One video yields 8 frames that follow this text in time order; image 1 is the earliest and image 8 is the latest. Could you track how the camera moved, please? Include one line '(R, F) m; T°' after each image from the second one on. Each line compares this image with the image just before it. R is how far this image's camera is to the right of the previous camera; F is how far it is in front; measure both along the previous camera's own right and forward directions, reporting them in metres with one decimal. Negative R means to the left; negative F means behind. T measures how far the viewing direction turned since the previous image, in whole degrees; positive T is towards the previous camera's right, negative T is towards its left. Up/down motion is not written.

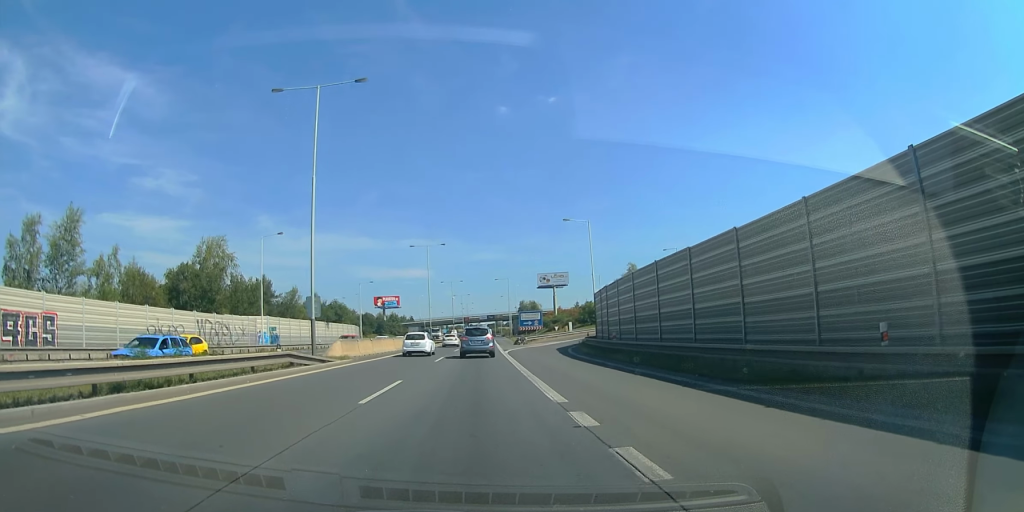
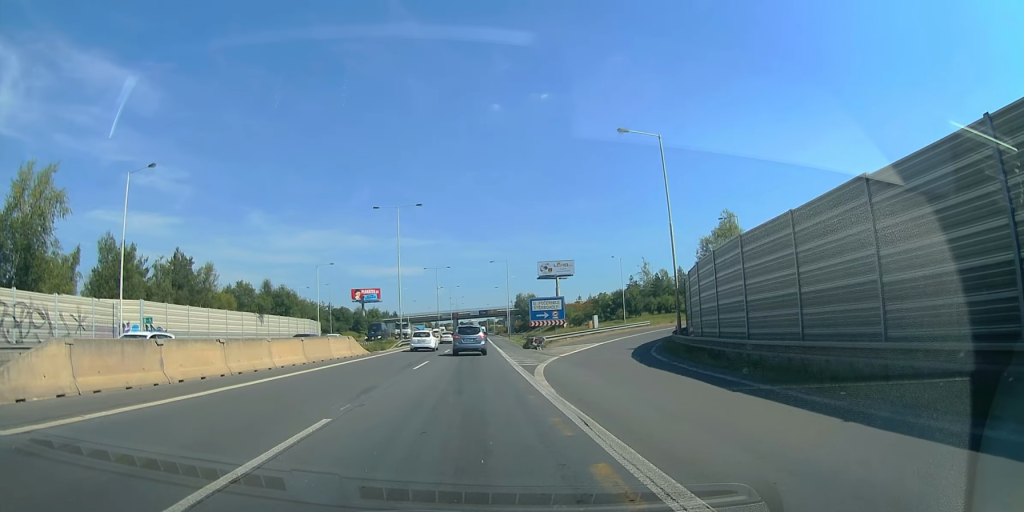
(0.0, +21.3) m; -1°
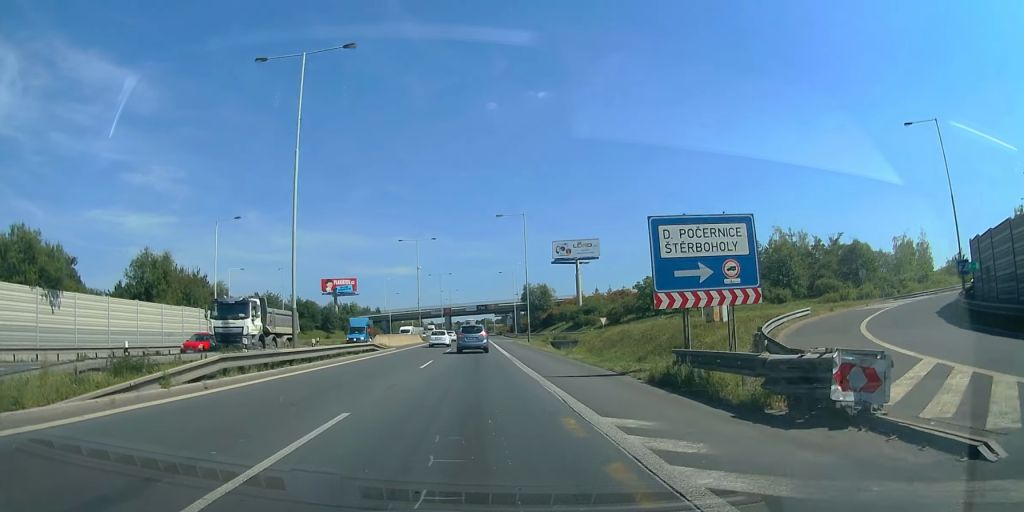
(-0.2, +33.1) m; 0°
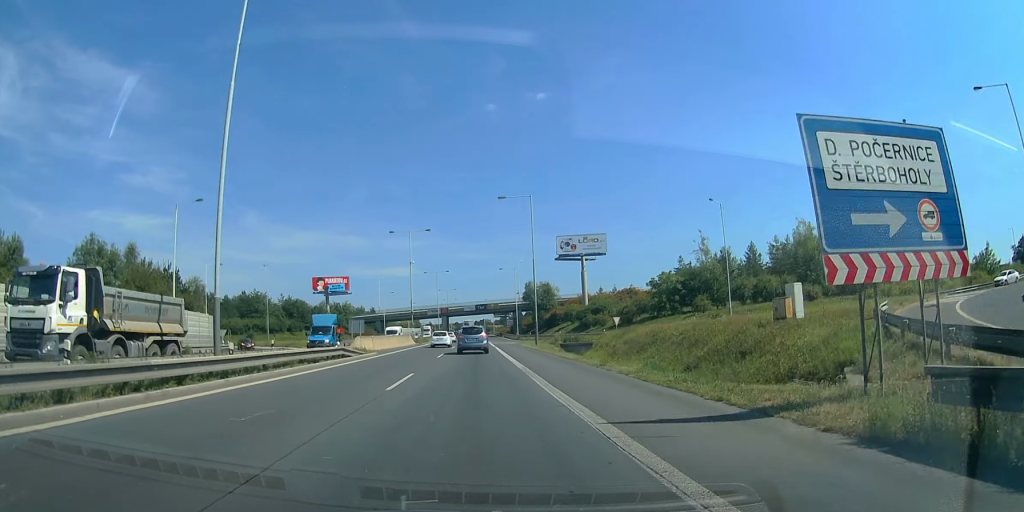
(+0.1, +7.7) m; 0°
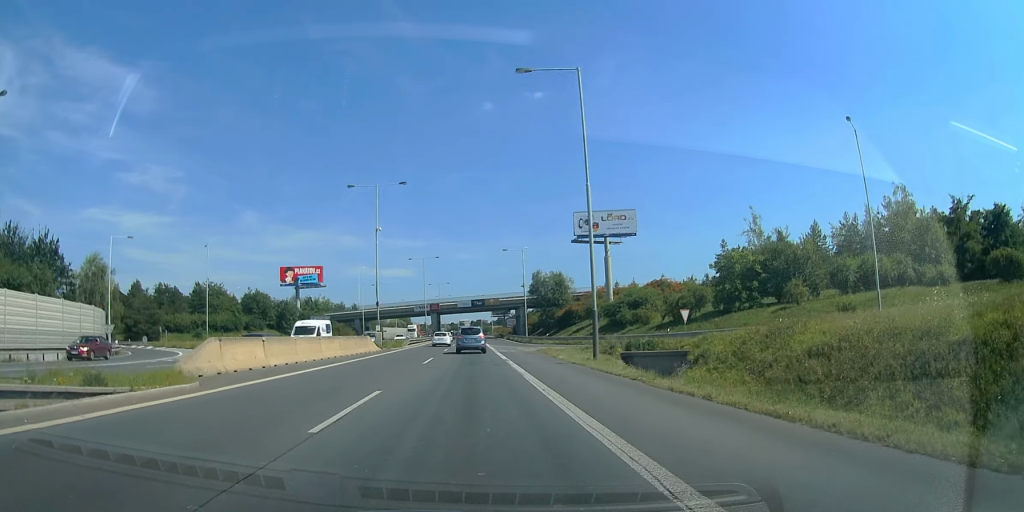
(0.0, +23.4) m; -1°
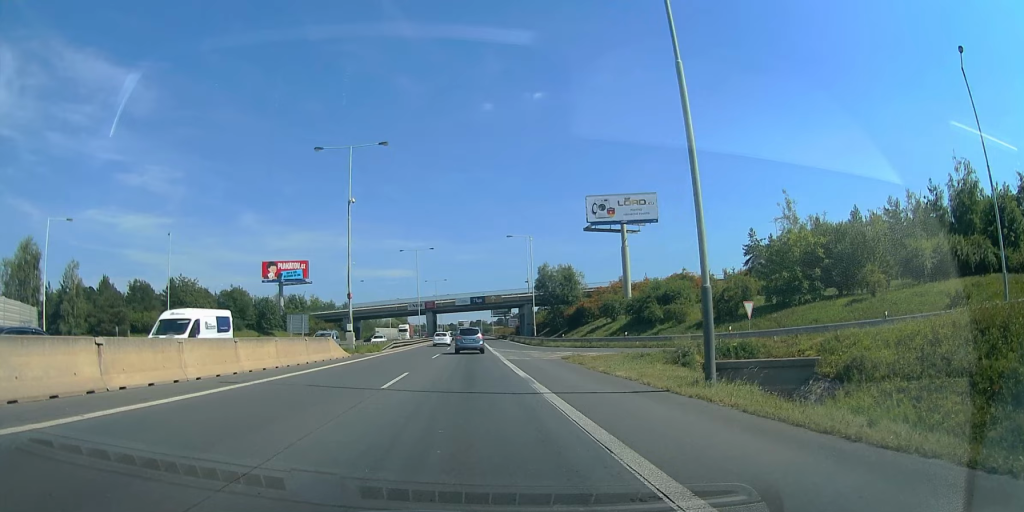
(-0.1, +11.2) m; 0°
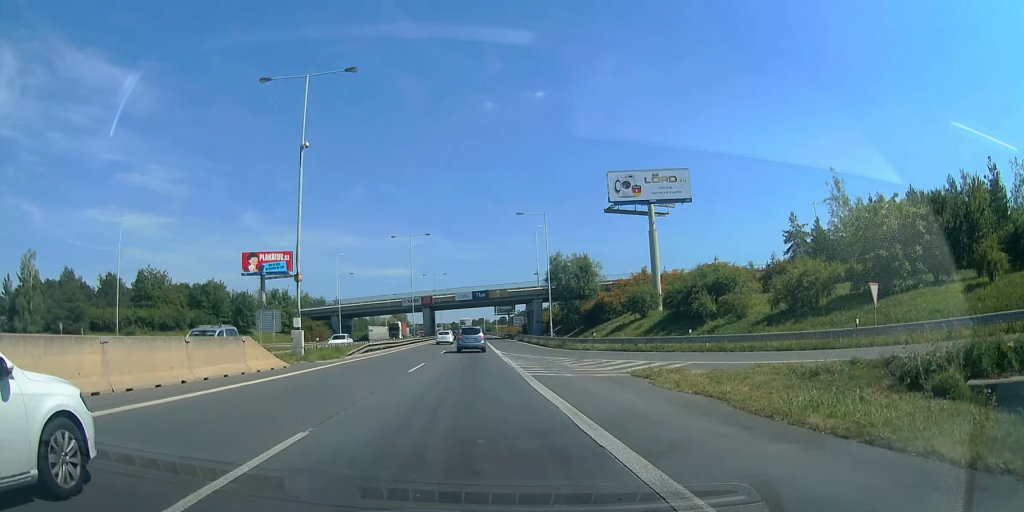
(0.0, +12.2) m; 0°
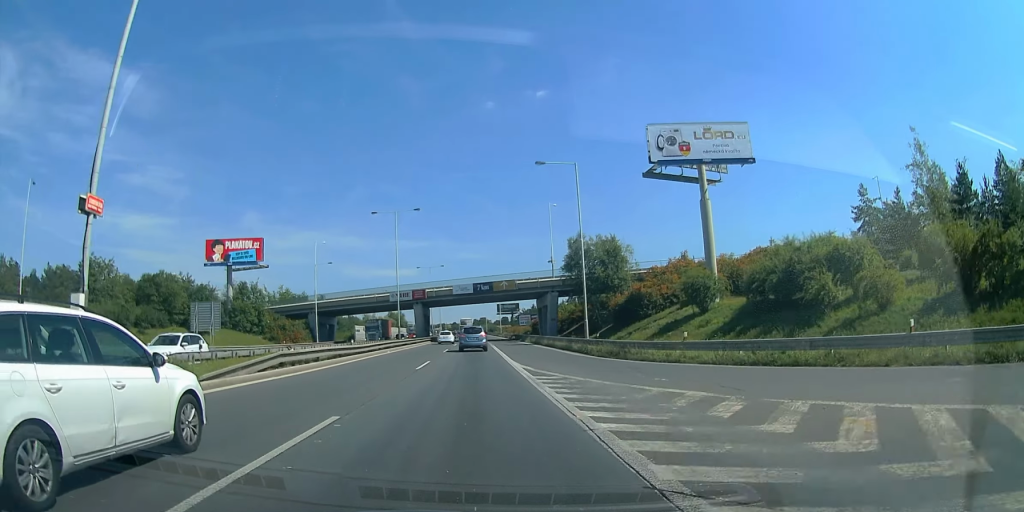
(0.0, +16.5) m; +2°
